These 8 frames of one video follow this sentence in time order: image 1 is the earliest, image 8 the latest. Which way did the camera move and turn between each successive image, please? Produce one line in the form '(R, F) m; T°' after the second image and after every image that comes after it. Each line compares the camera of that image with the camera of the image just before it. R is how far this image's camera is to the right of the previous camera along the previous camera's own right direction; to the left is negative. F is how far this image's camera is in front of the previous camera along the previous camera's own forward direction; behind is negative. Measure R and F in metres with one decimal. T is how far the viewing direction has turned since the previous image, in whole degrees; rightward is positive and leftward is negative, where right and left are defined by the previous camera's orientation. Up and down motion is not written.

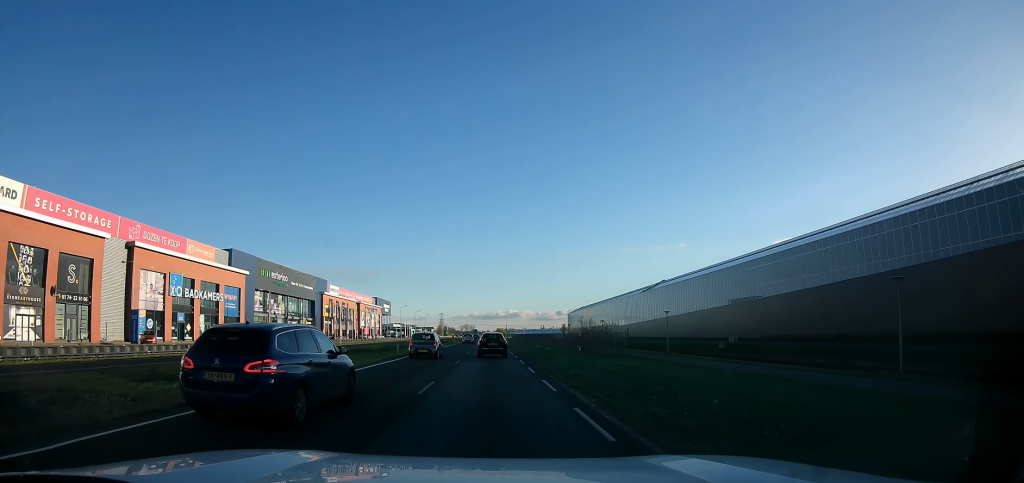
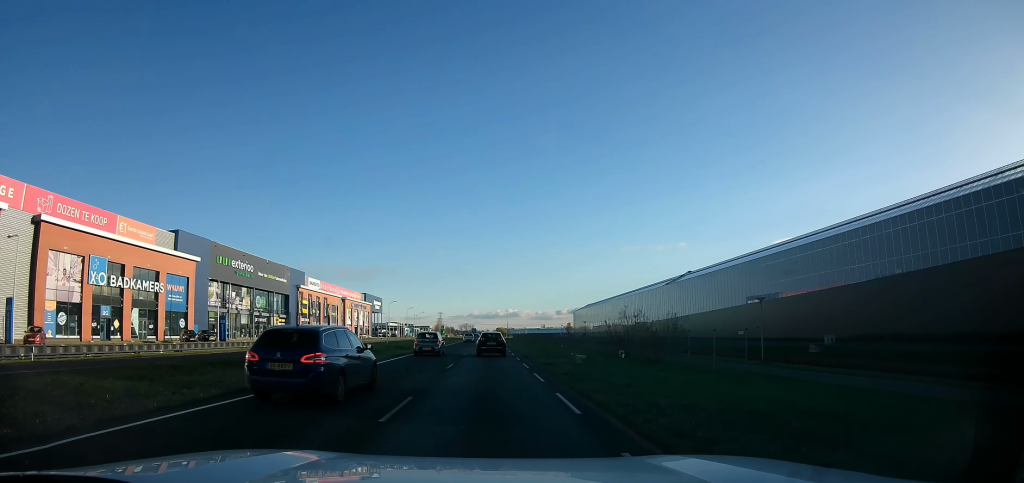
(+0.3, +15.7) m; 0°
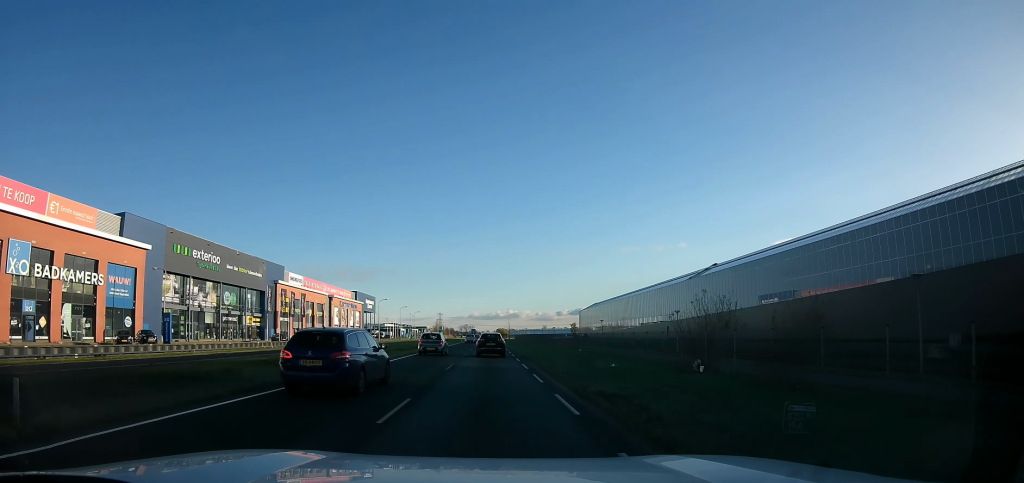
(+0.1, +12.0) m; 0°
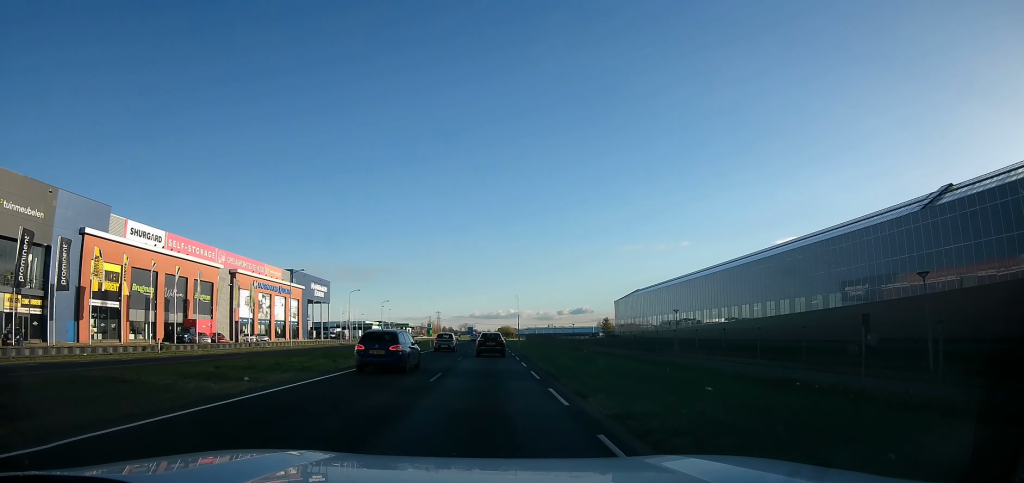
(-3.6, +52.3) m; -3°
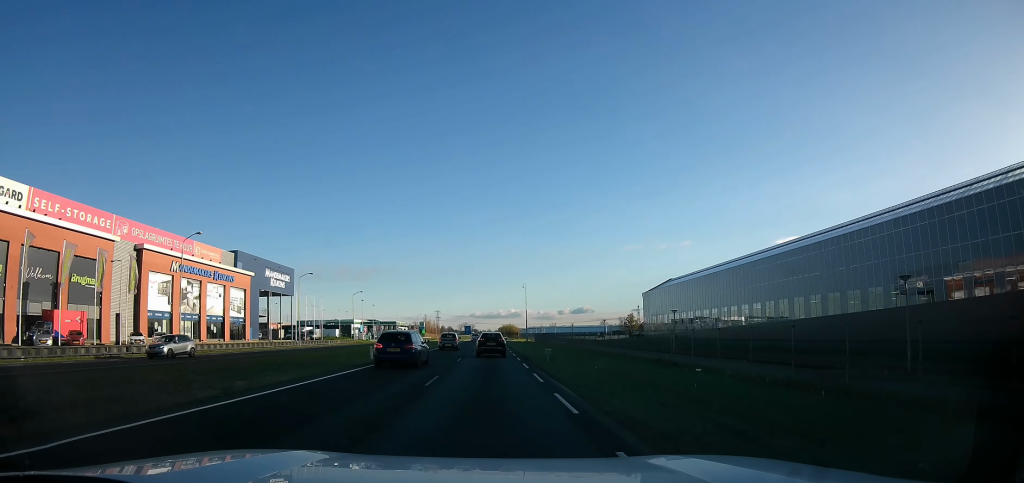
(+1.9, +24.7) m; +3°
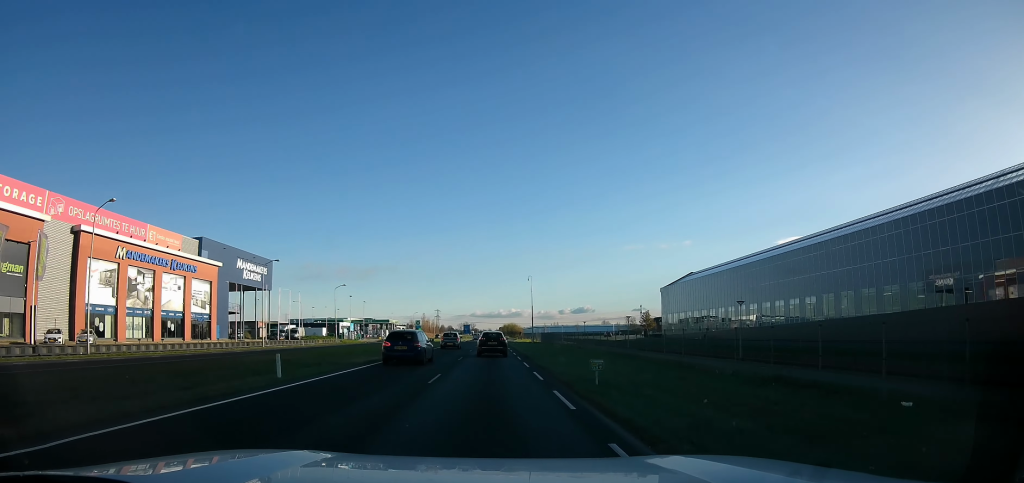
(-0.2, +11.5) m; -1°
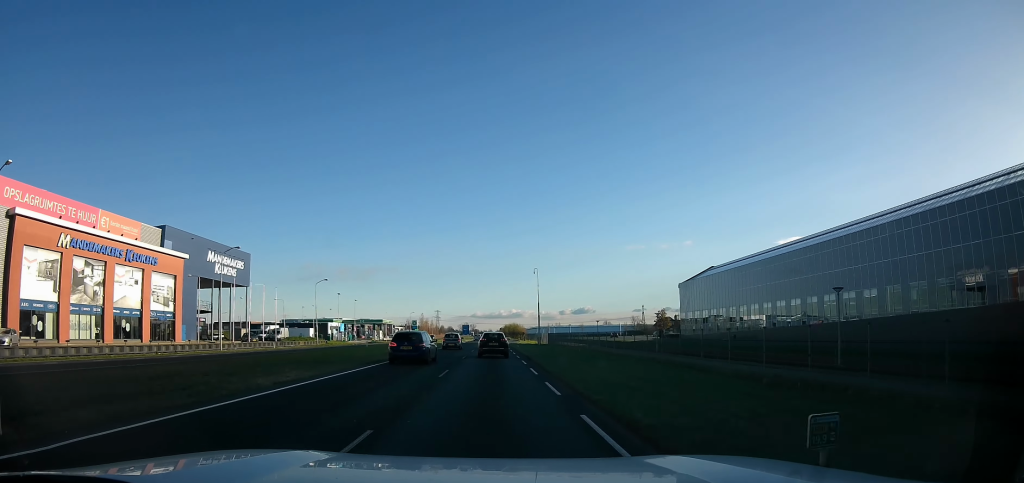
(0.0, +9.7) m; 0°
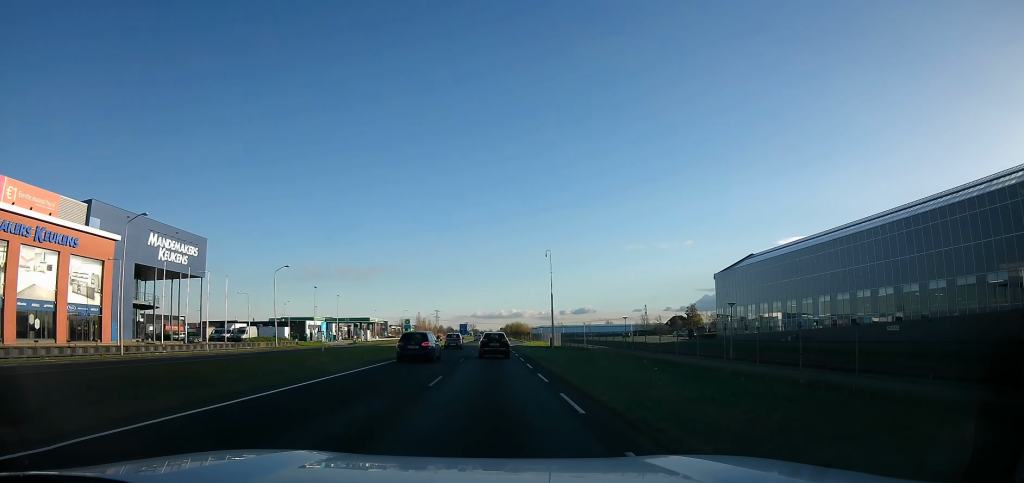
(0.0, +14.8) m; 0°
